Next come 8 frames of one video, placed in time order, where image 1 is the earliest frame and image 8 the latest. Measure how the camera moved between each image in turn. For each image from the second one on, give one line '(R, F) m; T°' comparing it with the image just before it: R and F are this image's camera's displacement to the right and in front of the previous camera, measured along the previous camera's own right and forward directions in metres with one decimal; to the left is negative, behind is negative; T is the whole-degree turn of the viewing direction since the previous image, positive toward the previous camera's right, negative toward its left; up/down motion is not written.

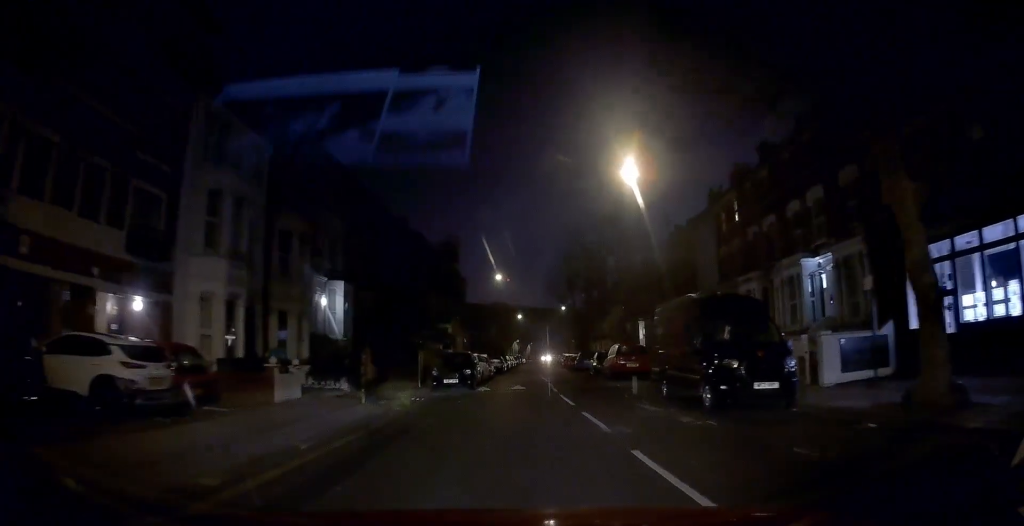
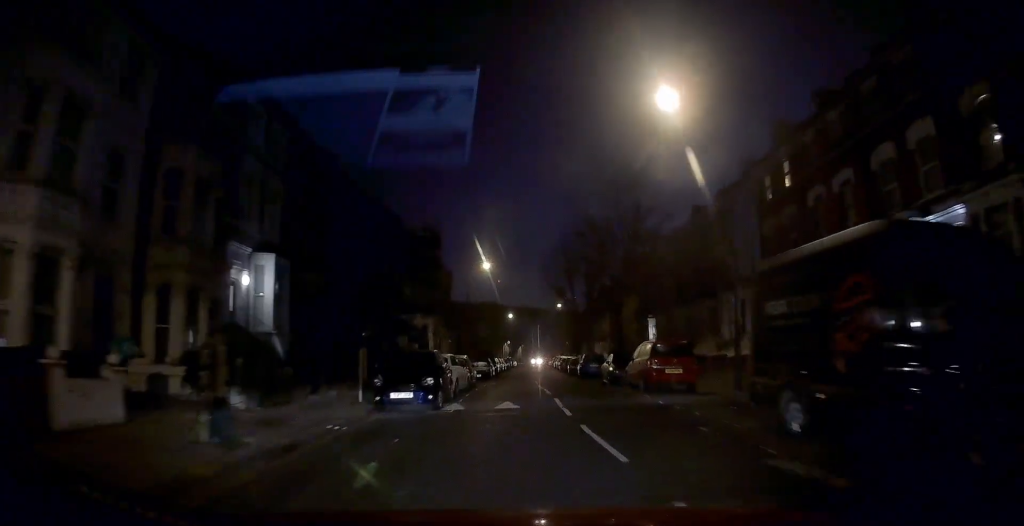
(+0.2, +9.4) m; +1°
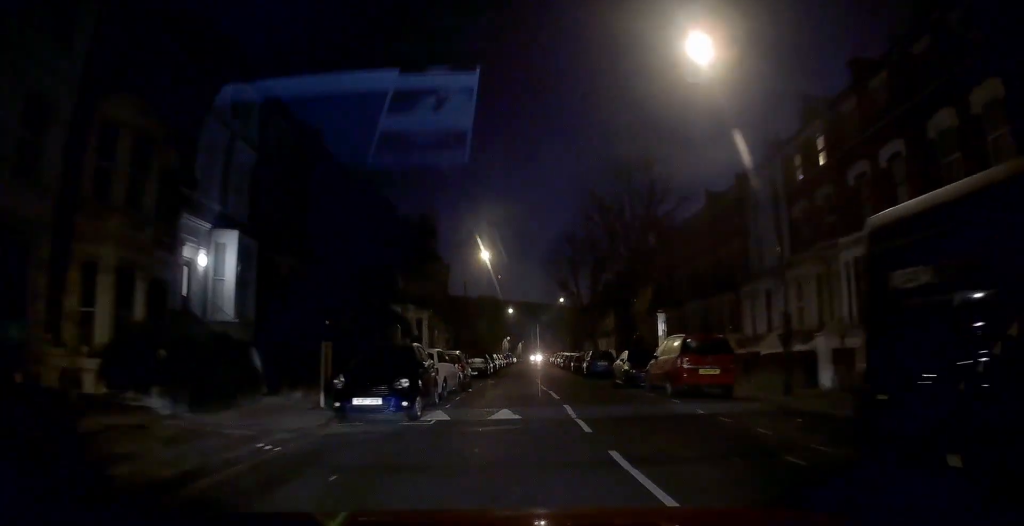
(0.0, +4.0) m; -1°
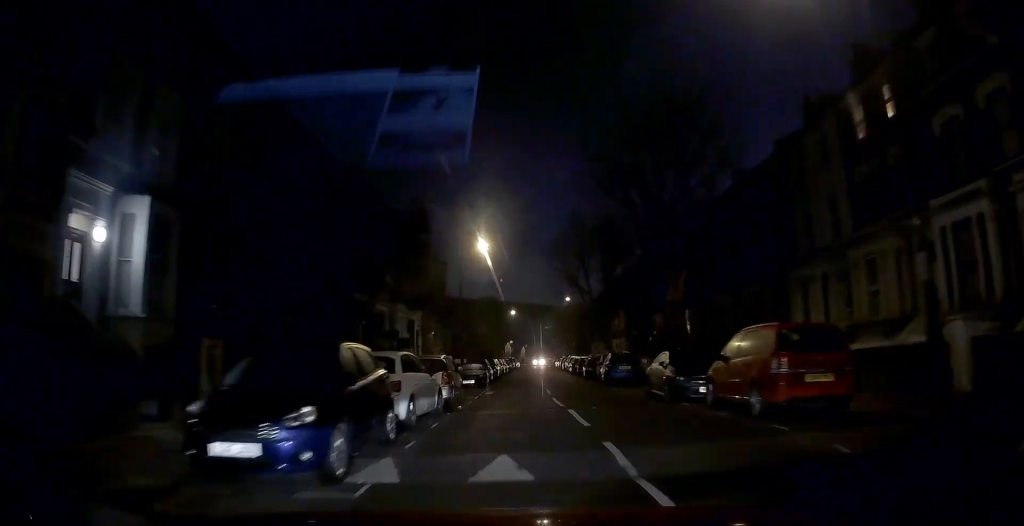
(-0.1, +6.5) m; -1°
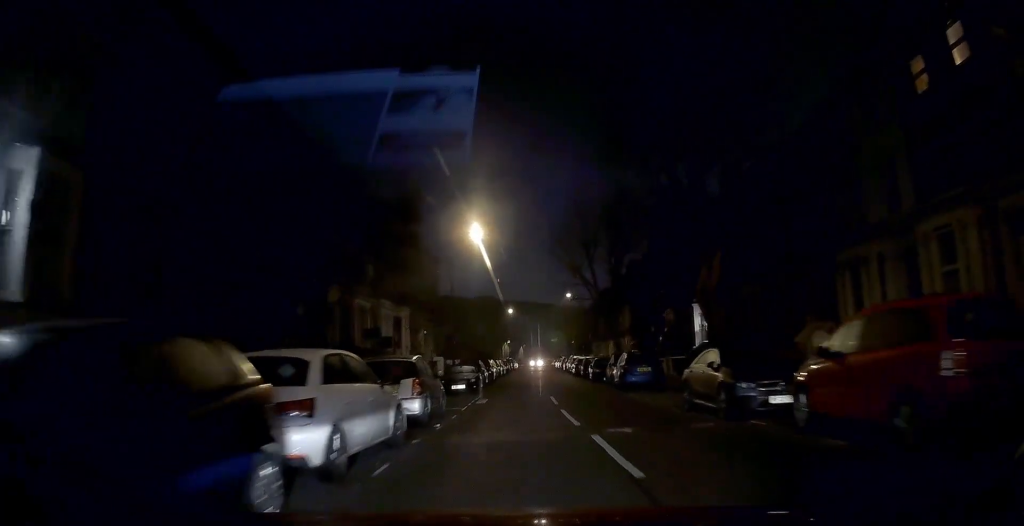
(-0.2, +5.1) m; 0°
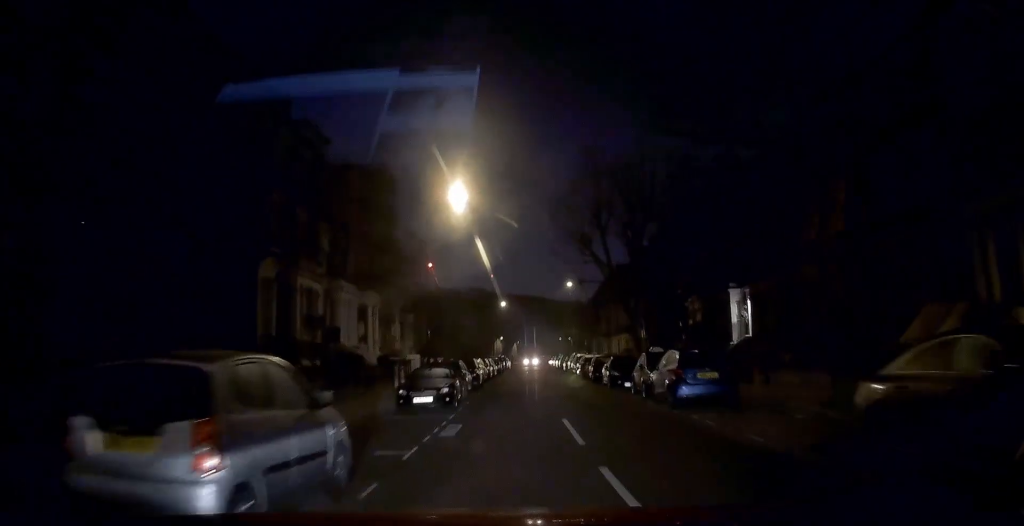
(+0.4, +9.0) m; +3°
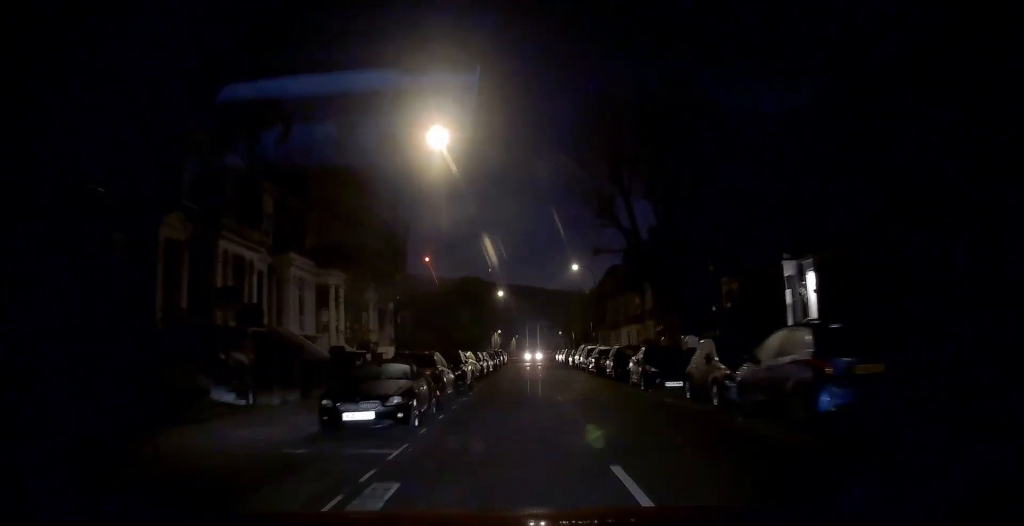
(0.0, +7.3) m; 0°
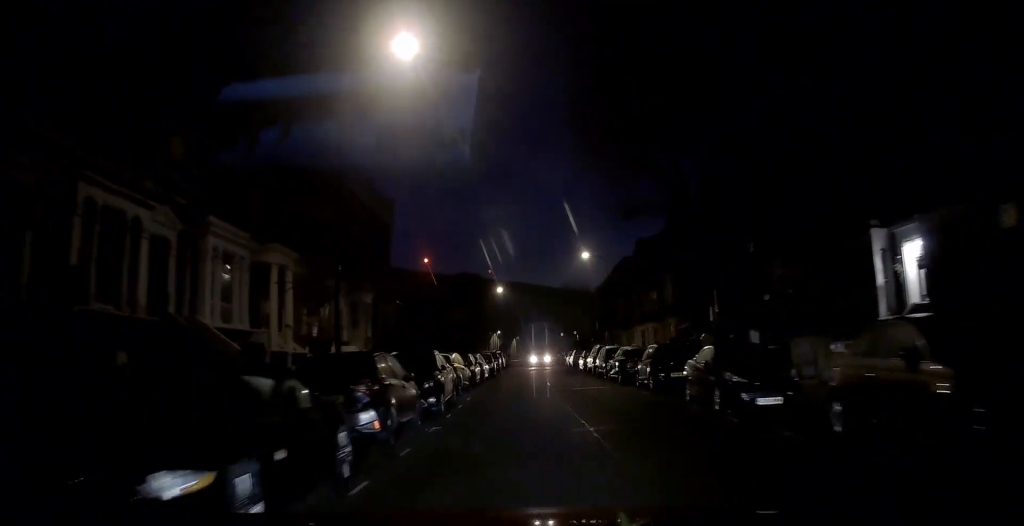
(0.0, +6.9) m; +1°
